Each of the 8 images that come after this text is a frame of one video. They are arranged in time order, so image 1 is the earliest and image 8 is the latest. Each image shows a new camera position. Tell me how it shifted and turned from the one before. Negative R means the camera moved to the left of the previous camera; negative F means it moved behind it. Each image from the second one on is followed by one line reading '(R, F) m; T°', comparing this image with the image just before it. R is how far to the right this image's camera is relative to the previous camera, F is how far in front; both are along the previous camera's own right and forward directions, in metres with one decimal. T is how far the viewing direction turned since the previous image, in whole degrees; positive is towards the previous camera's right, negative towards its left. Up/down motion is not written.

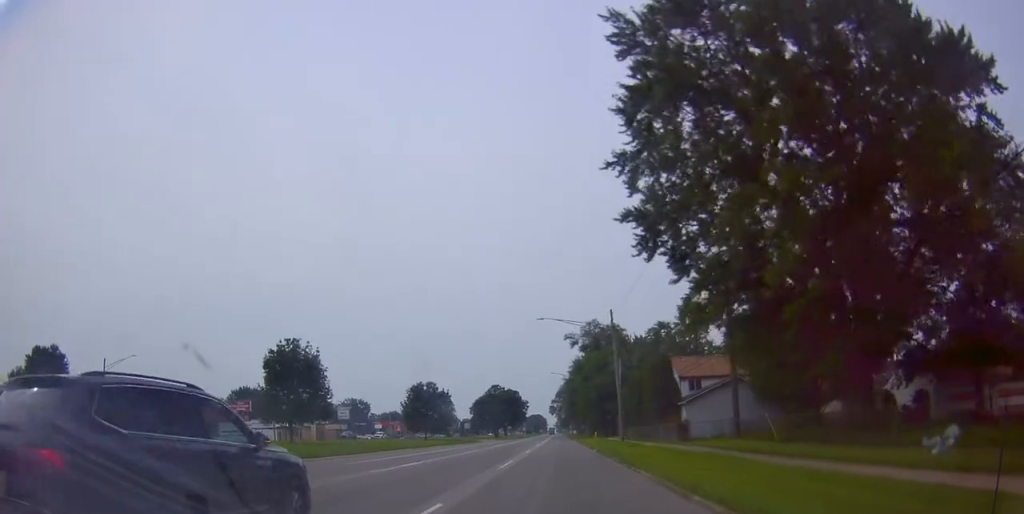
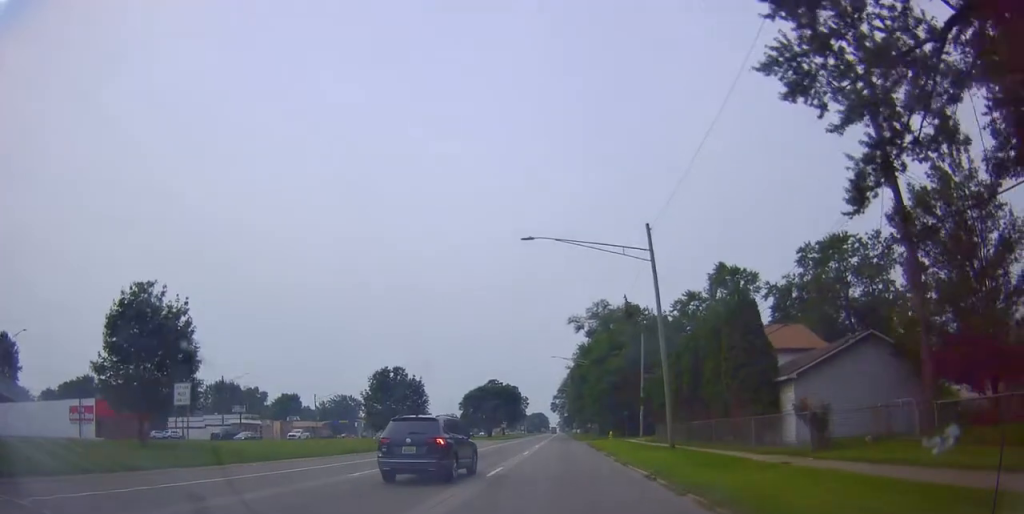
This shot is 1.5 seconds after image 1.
(+0.4, +17.1) m; +2°
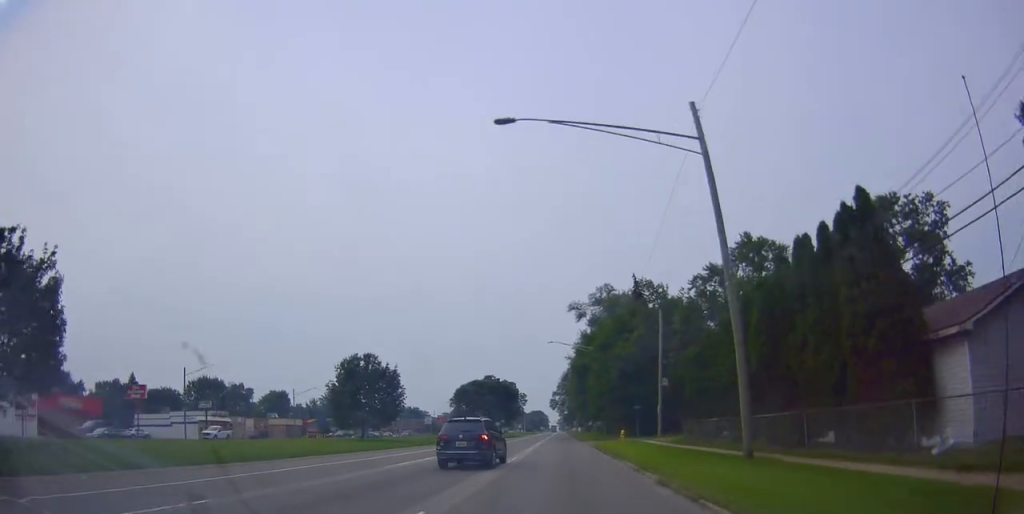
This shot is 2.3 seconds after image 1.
(0.0, +9.6) m; 0°
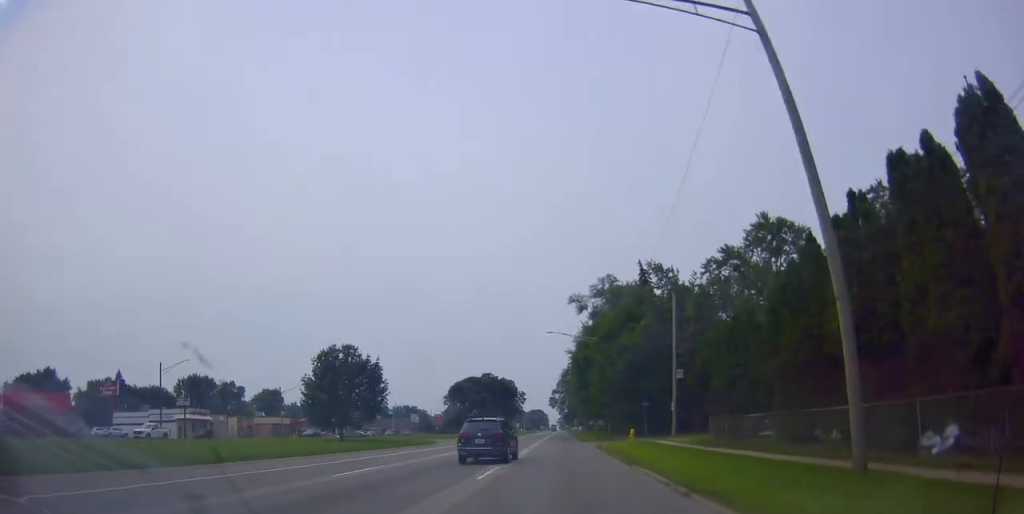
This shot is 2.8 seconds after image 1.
(0.0, +5.5) m; 0°
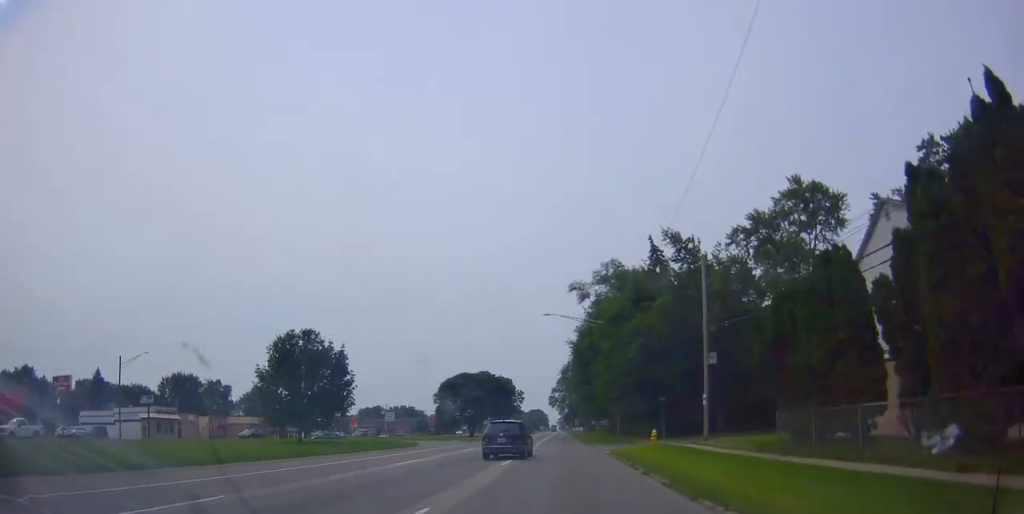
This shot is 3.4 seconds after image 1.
(0.0, +8.2) m; 0°
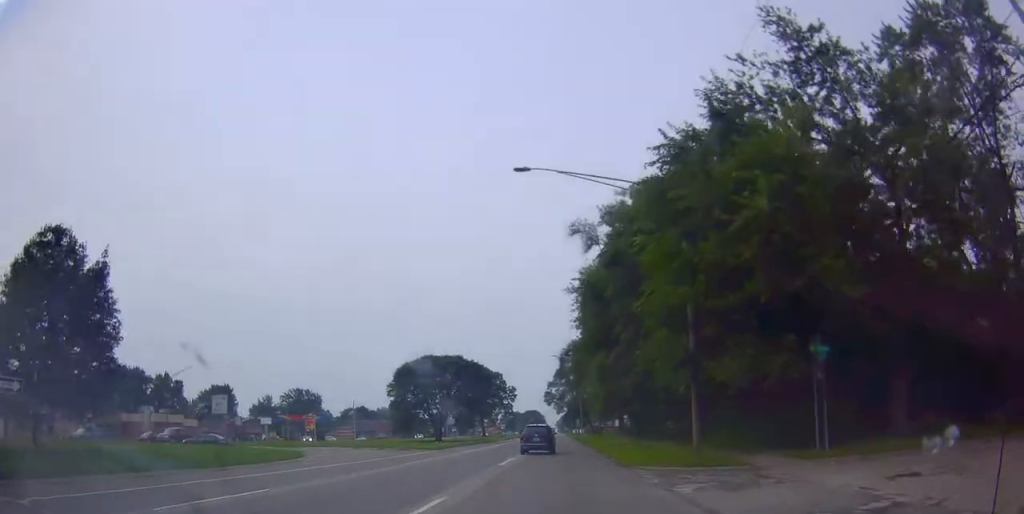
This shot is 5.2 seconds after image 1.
(0.0, +25.5) m; 0°
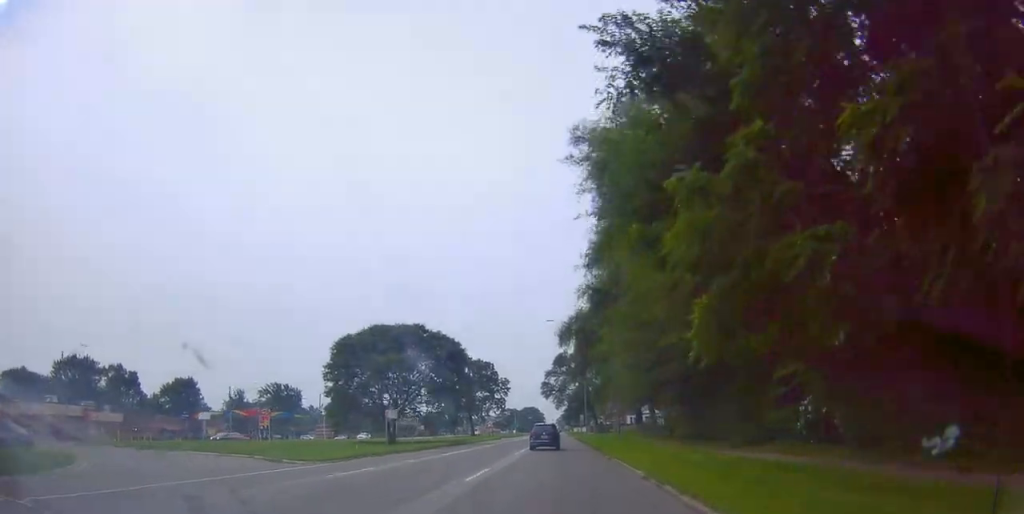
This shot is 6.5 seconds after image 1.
(0.0, +20.9) m; 0°
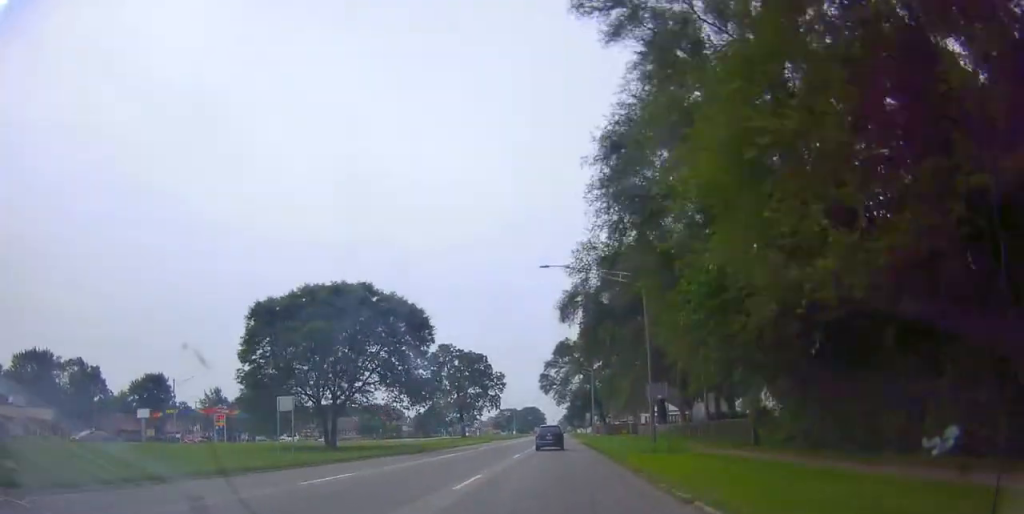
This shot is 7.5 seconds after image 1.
(0.0, +15.8) m; 0°
